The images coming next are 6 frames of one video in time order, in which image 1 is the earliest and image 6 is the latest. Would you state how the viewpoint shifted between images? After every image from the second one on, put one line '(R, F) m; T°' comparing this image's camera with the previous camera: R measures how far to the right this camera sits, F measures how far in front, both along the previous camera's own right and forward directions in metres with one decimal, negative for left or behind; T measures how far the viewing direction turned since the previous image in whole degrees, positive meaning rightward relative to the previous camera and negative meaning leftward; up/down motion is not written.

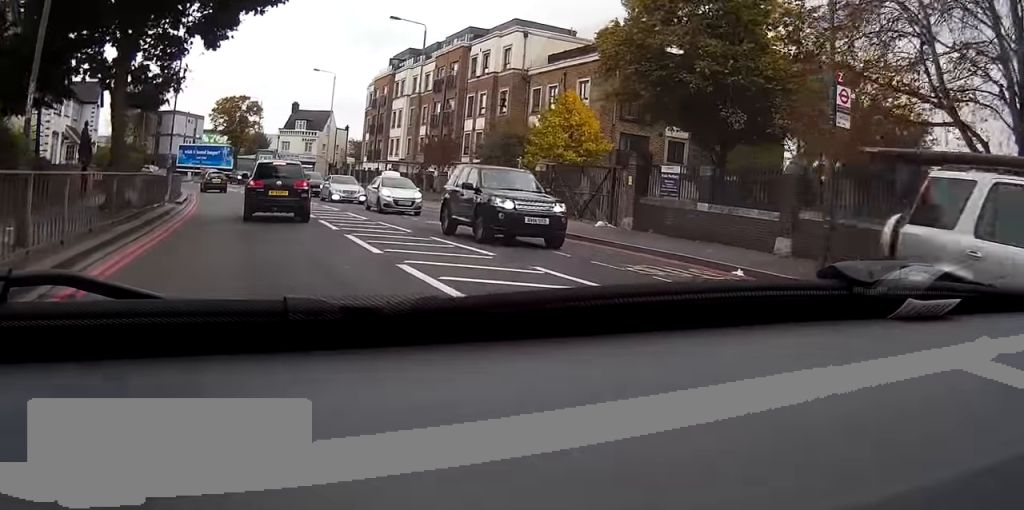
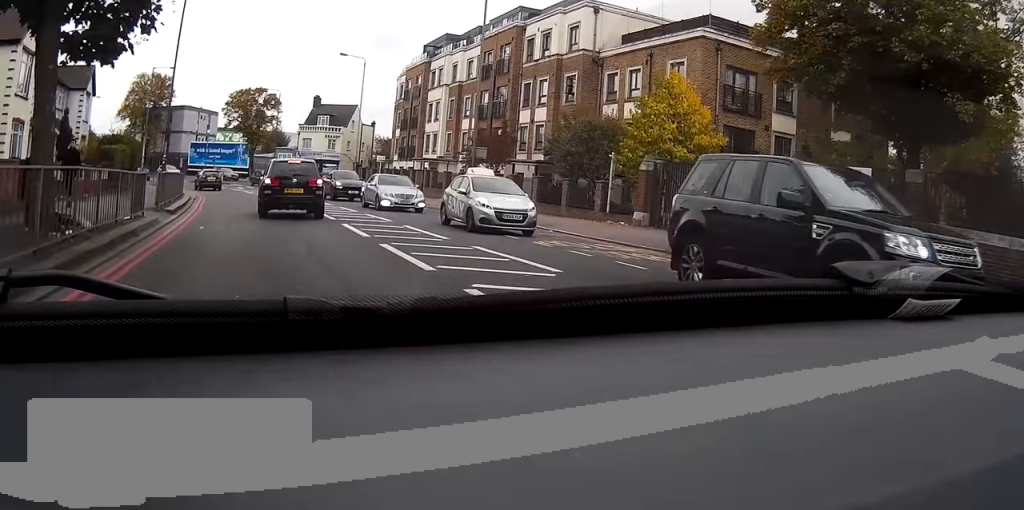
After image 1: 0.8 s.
(0.0, +8.3) m; -1°
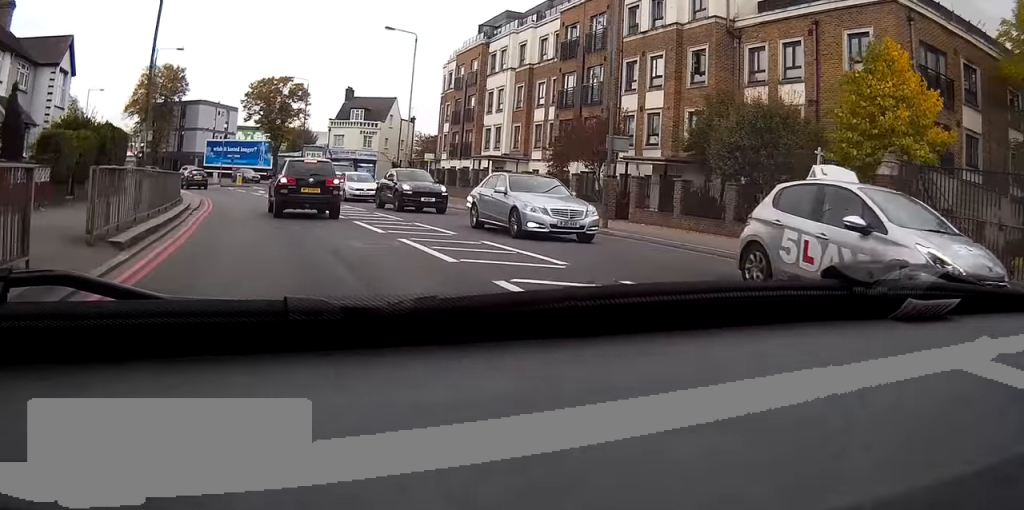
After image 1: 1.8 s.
(-0.3, +10.9) m; -1°
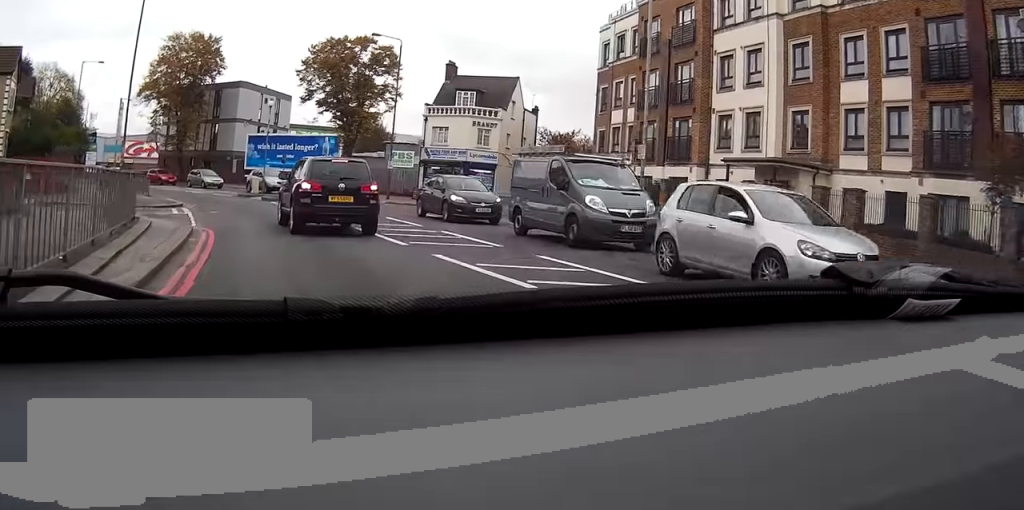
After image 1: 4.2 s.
(-0.3, +24.0) m; -1°
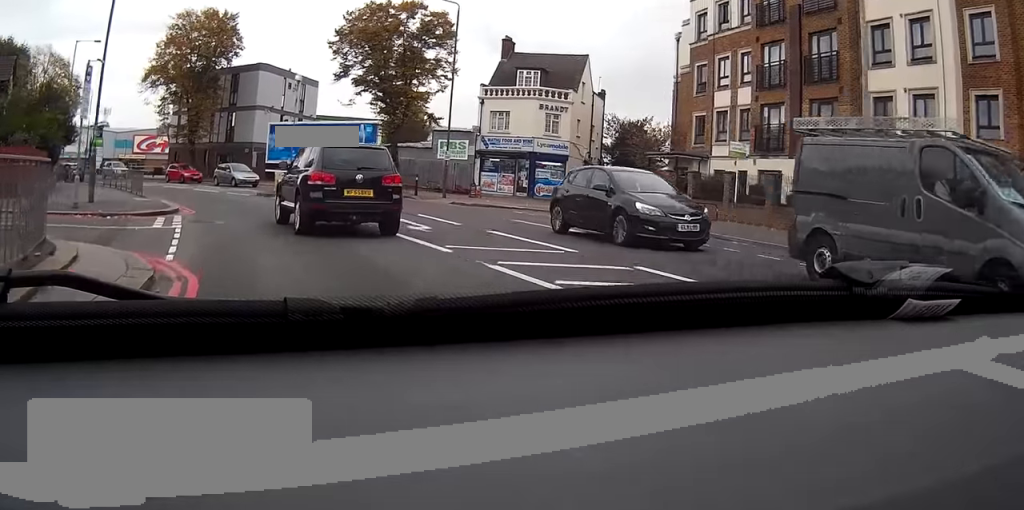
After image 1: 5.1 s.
(0.0, +8.5) m; 0°
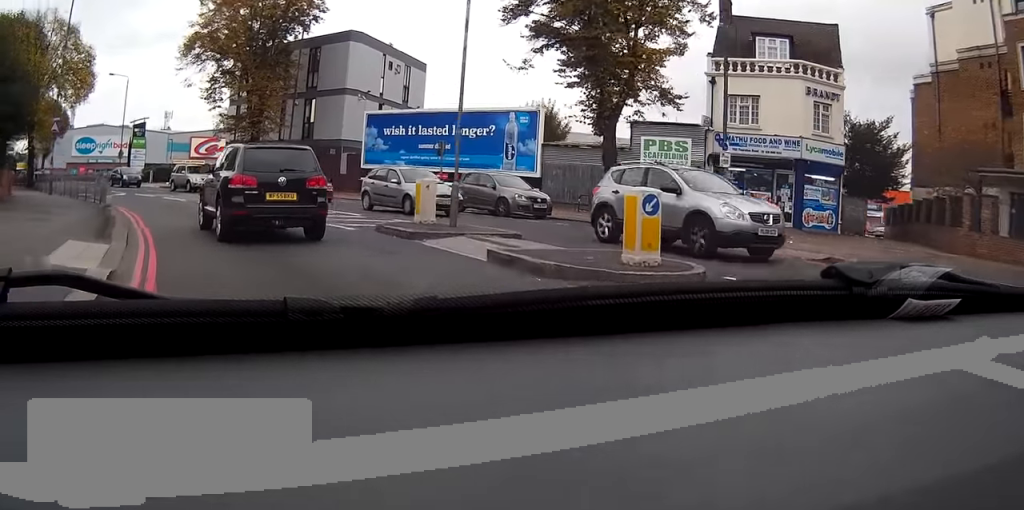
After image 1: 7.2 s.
(-1.4, +18.0) m; -12°
